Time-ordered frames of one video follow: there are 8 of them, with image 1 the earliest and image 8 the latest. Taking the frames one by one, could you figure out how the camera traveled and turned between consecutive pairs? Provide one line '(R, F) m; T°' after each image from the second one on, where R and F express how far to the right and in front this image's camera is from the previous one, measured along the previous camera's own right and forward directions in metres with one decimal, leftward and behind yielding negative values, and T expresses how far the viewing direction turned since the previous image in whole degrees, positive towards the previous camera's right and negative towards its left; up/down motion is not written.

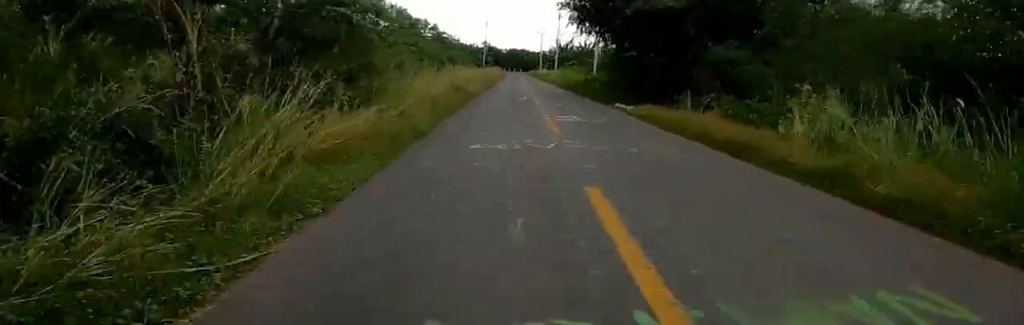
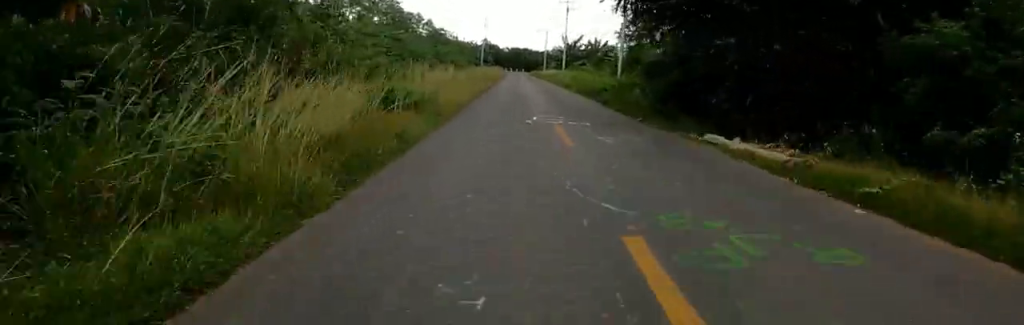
(-0.1, +10.0) m; +1°
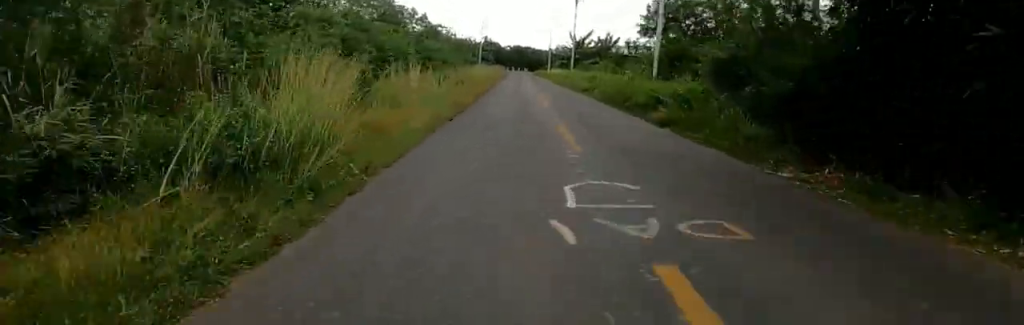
(+0.2, +8.1) m; +1°
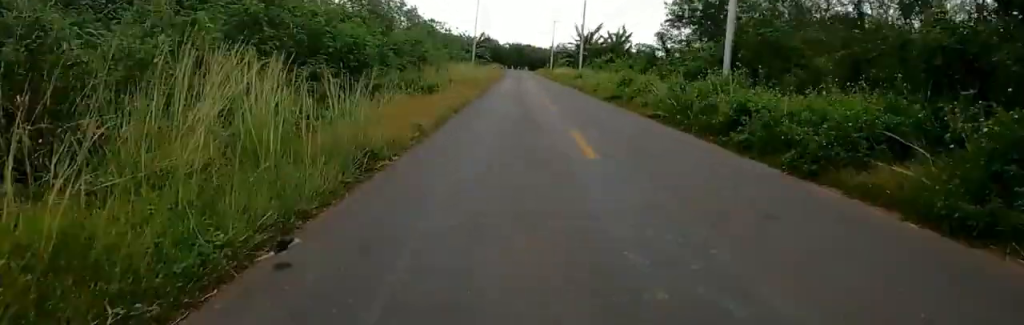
(+0.1, +8.5) m; +1°
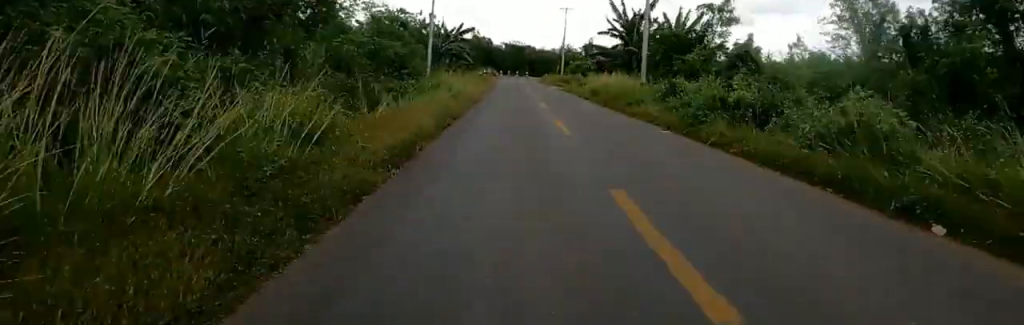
(-0.2, +28.9) m; -1°
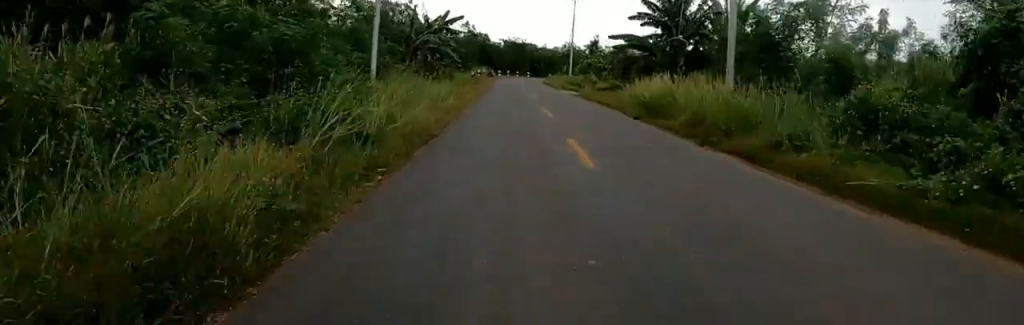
(-0.1, +11.9) m; -1°
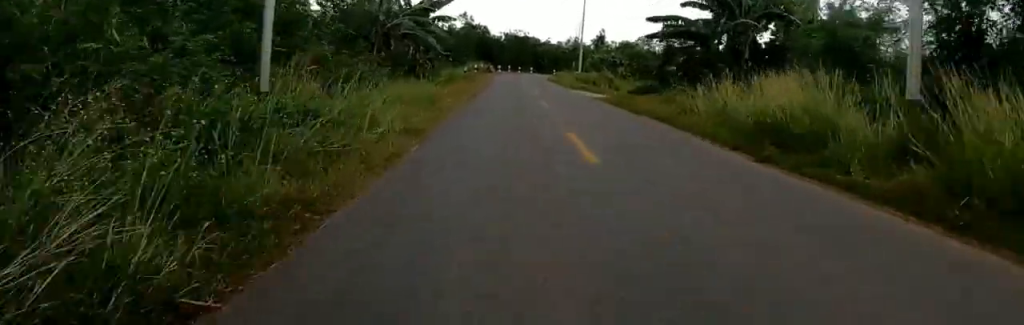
(0.0, +8.2) m; 0°
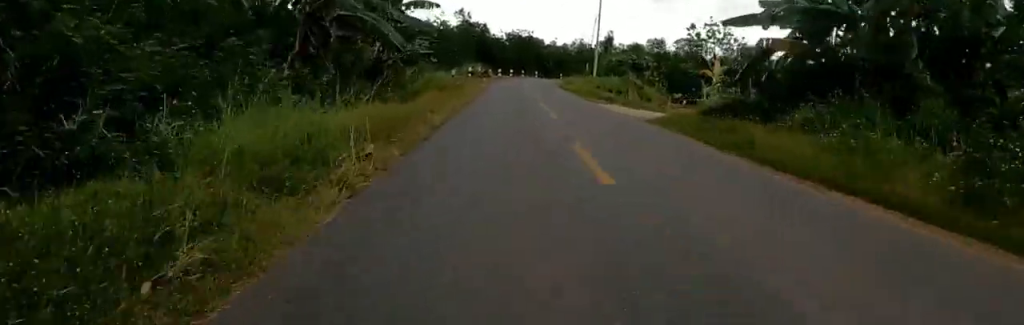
(-0.1, +10.0) m; 0°
